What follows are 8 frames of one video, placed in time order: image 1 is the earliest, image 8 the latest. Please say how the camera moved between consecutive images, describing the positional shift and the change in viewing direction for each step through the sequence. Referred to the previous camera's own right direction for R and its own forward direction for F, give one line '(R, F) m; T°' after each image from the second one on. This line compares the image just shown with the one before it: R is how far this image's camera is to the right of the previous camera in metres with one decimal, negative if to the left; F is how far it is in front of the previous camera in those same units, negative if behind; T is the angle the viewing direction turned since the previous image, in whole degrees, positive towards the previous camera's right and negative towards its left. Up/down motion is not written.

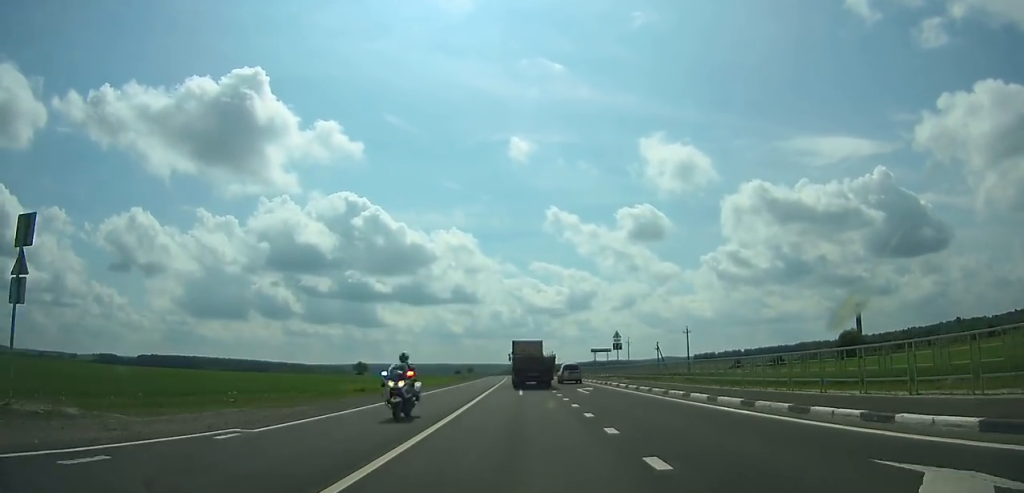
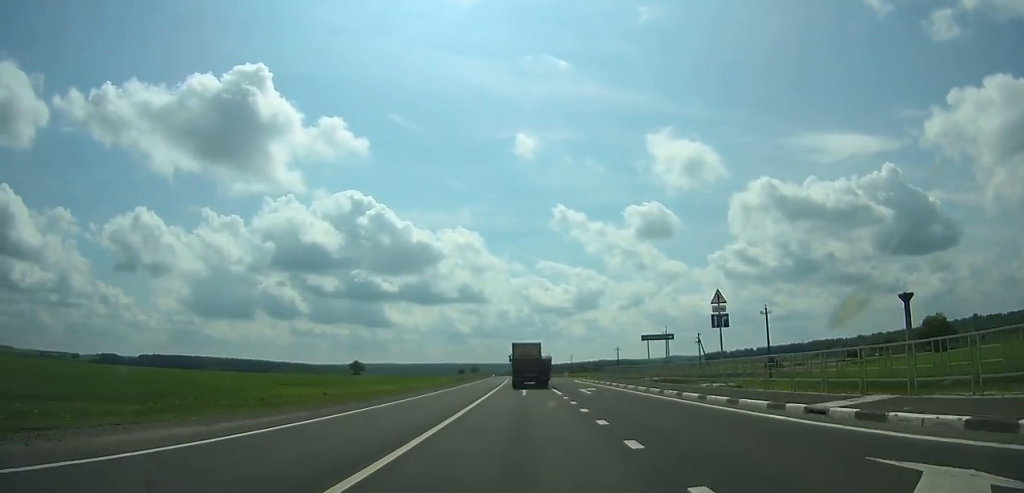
(-0.1, +29.4) m; -1°
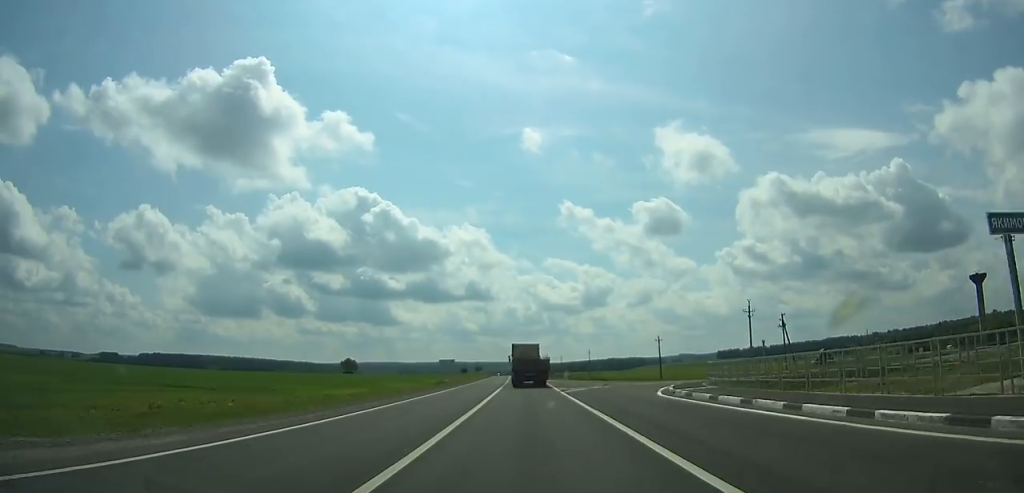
(-0.3, +37.1) m; -1°
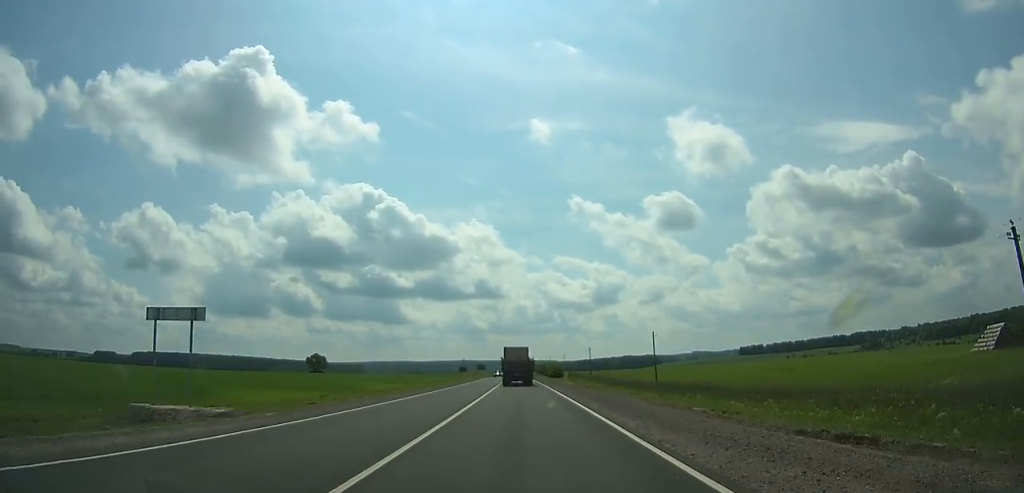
(-0.7, +81.3) m; -1°
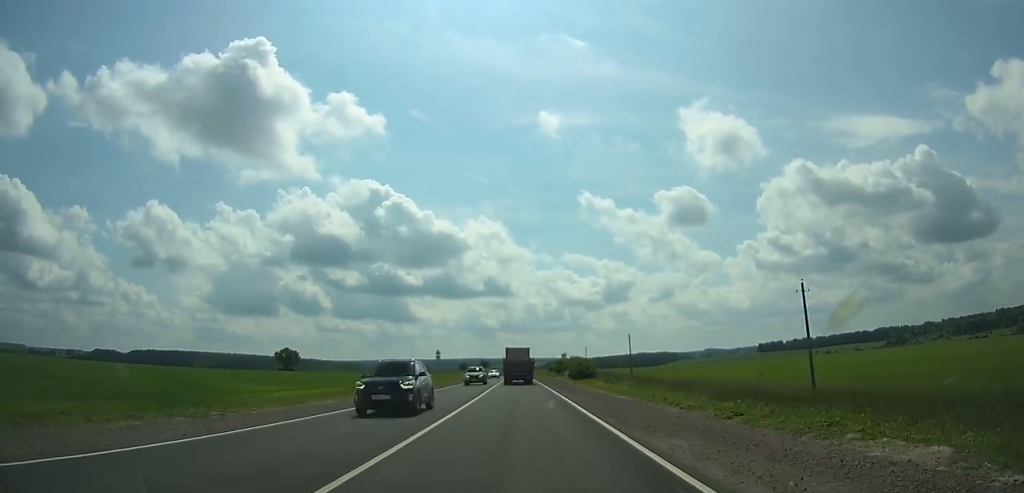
(-0.4, +54.2) m; -1°
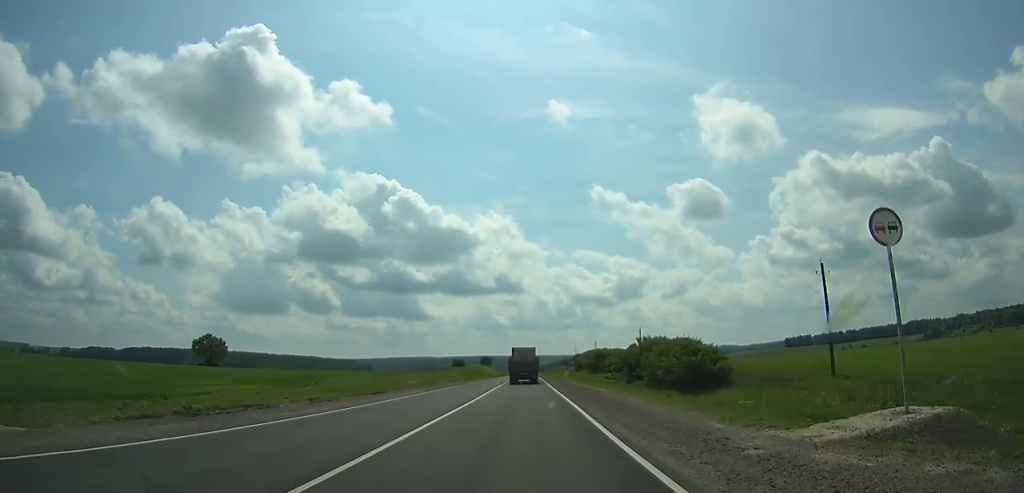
(-0.8, +78.7) m; -1°
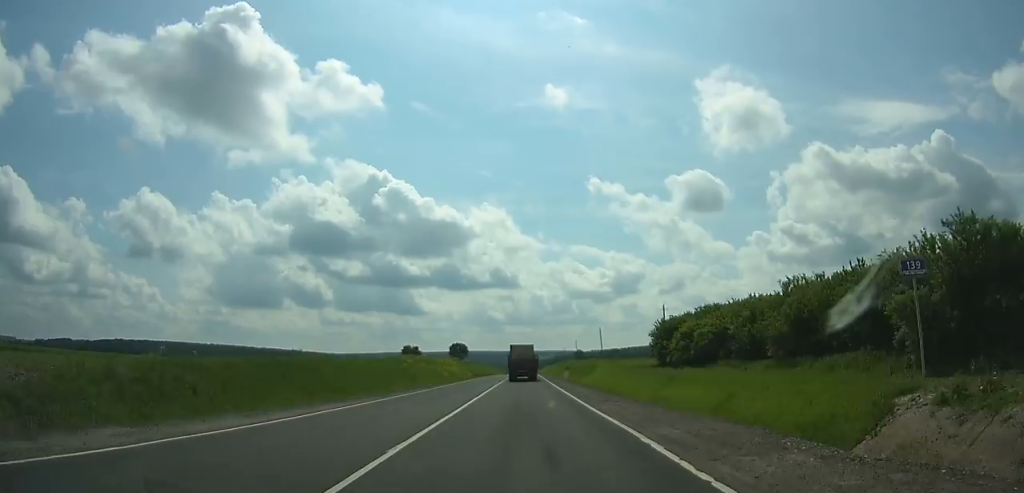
(-0.3, +96.8) m; 0°
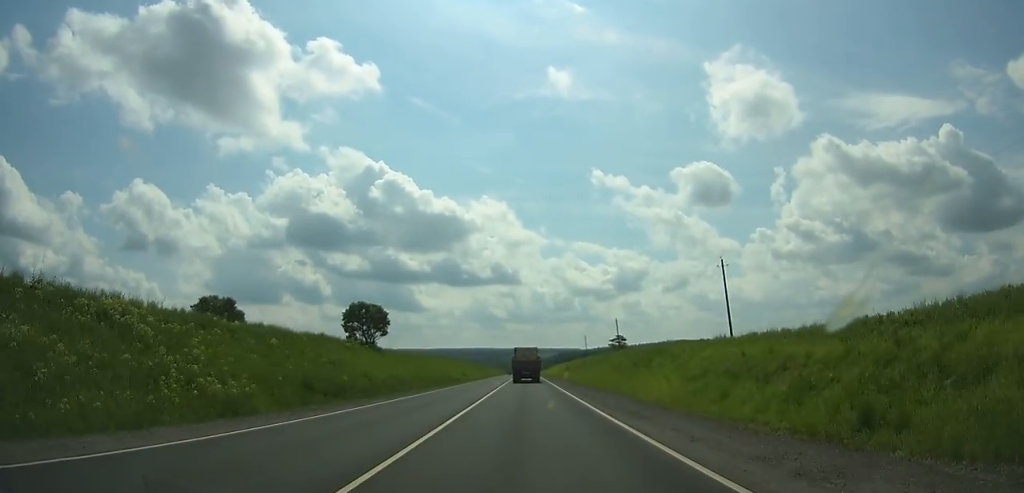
(+0.2, +100.3) m; 0°
